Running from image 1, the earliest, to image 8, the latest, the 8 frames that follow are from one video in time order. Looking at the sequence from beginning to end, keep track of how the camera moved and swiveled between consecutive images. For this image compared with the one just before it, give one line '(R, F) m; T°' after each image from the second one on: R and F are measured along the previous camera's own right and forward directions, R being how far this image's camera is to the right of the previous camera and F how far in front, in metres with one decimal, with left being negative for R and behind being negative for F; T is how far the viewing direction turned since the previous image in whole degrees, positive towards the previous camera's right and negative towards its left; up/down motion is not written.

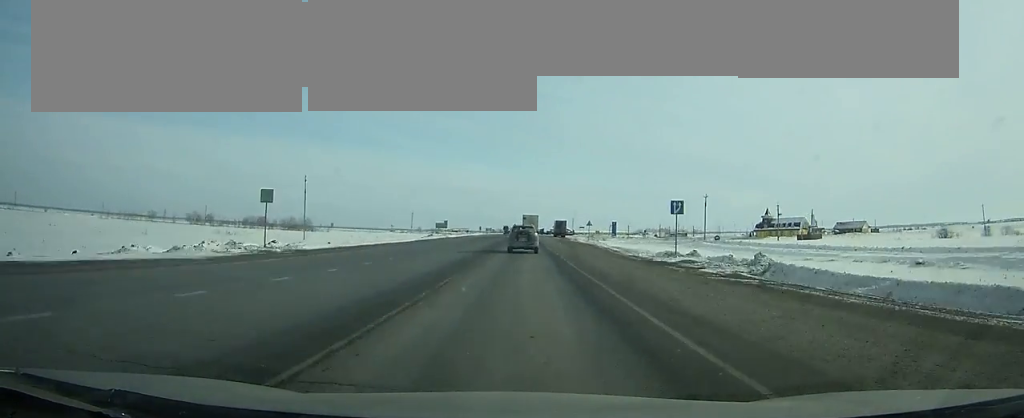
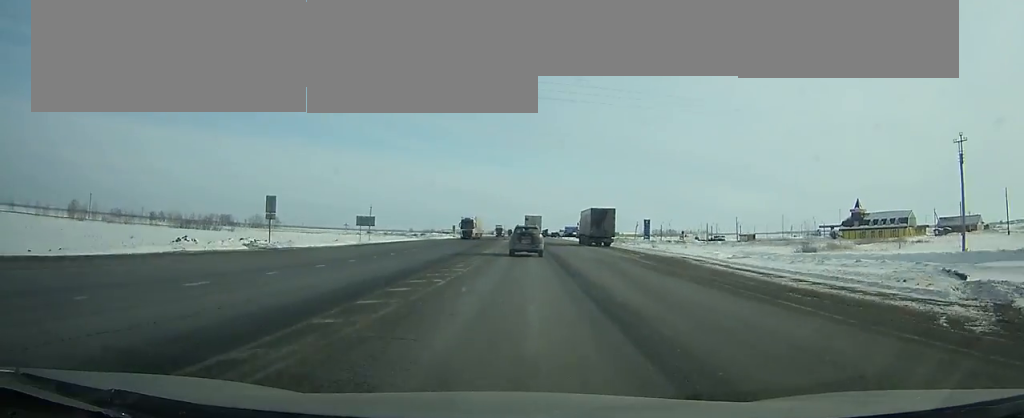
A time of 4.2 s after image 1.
(+0.3, +79.2) m; 0°
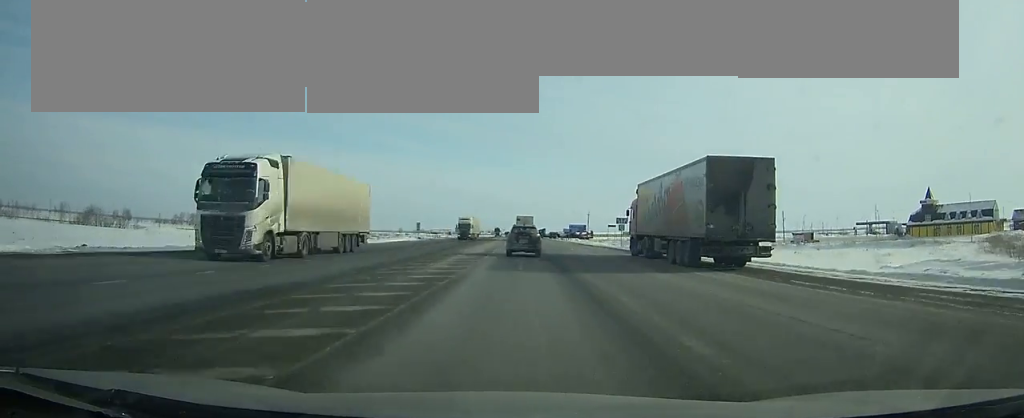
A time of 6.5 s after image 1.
(0.0, +43.0) m; 0°
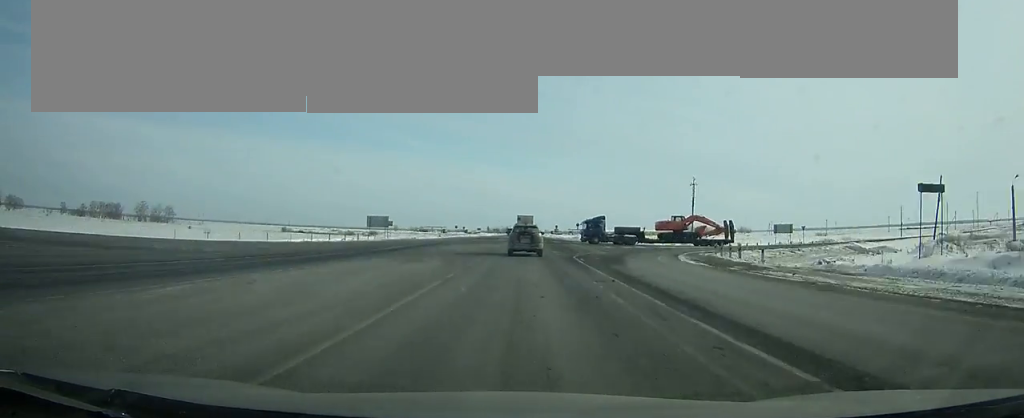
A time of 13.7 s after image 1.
(-0.5, +137.3) m; -1°
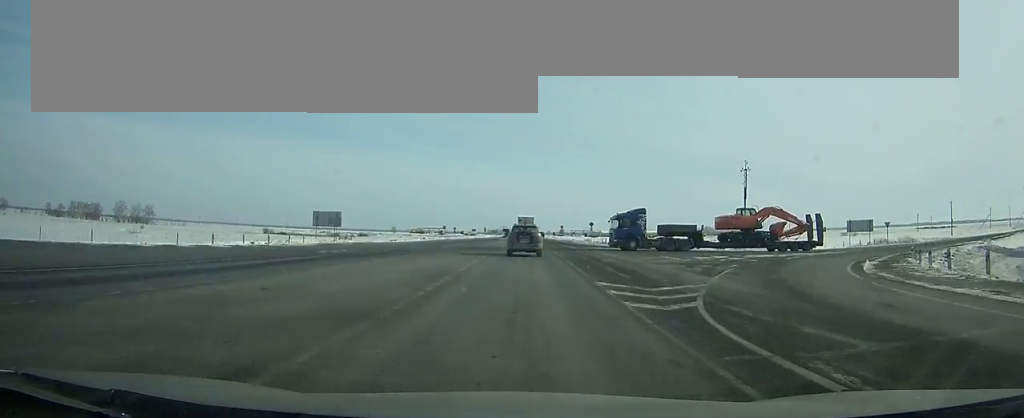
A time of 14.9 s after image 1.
(-0.1, +23.4) m; 0°
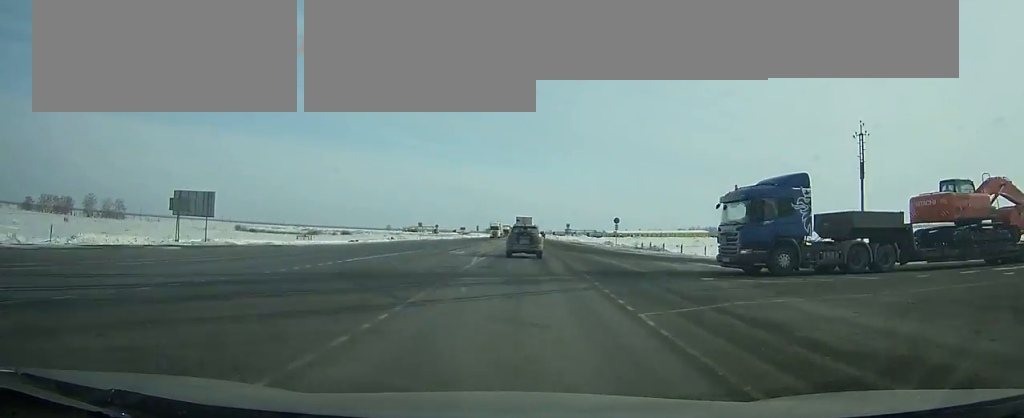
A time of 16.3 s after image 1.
(+0.1, +27.9) m; 0°
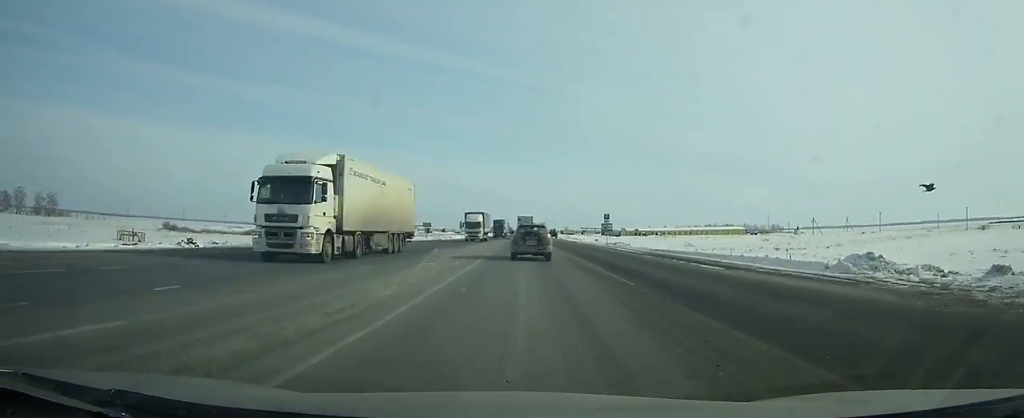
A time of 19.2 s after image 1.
(-0.1, +58.2) m; 0°
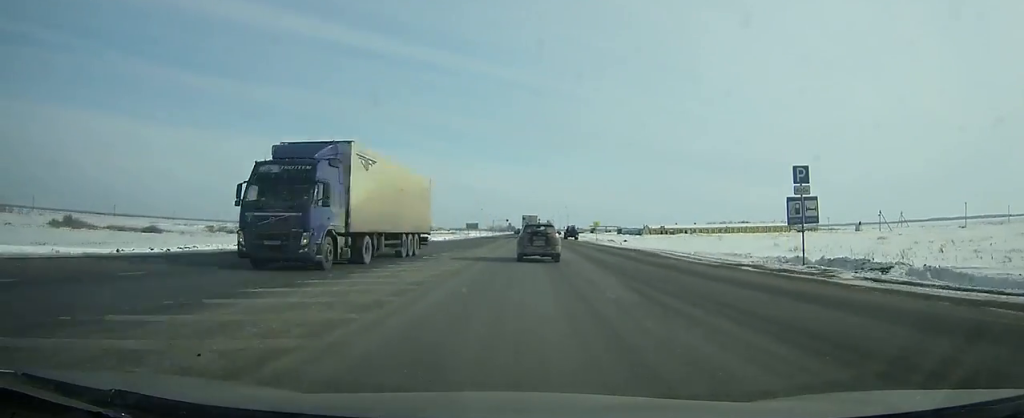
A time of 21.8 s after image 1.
(-0.2, +52.6) m; 0°
